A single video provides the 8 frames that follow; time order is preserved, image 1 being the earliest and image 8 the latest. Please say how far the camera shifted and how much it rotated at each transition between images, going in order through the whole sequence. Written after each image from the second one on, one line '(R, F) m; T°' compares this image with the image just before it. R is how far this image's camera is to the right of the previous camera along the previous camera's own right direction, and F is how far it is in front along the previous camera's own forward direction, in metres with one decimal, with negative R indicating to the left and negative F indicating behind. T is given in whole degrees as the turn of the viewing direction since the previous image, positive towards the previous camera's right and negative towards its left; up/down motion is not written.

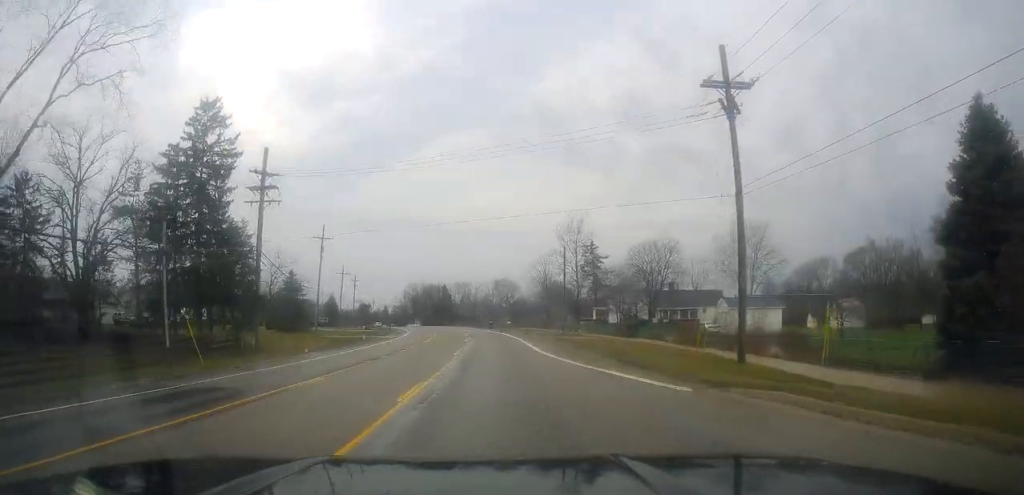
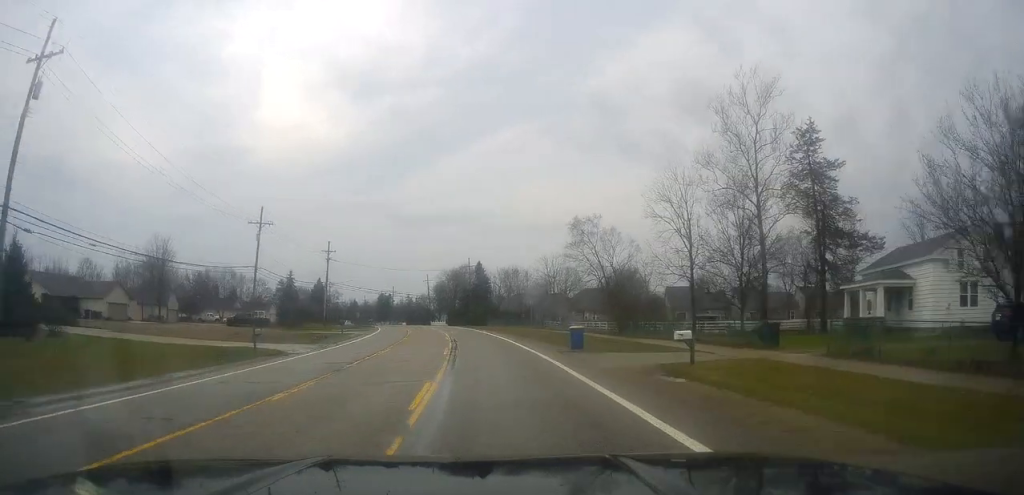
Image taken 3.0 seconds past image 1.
(-2.5, +63.7) m; -5°
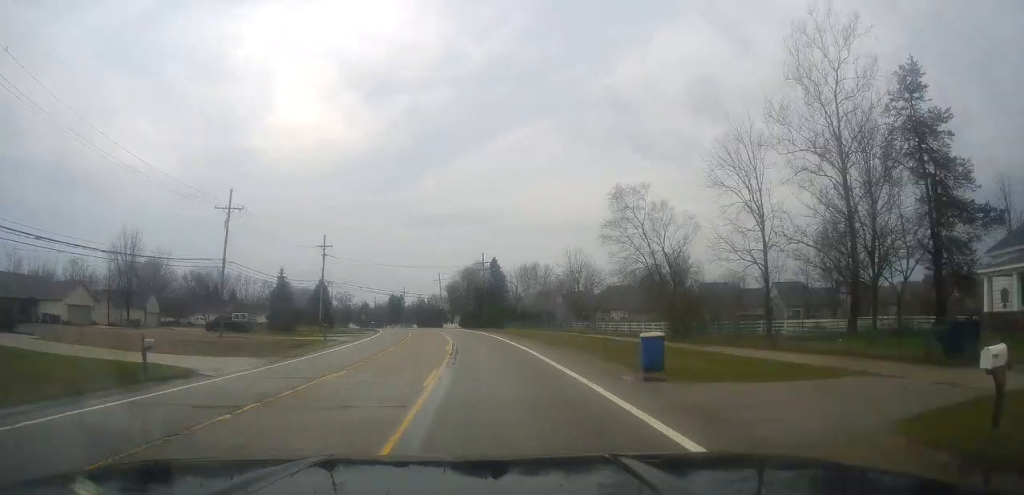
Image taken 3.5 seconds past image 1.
(-0.2, +11.3) m; -2°
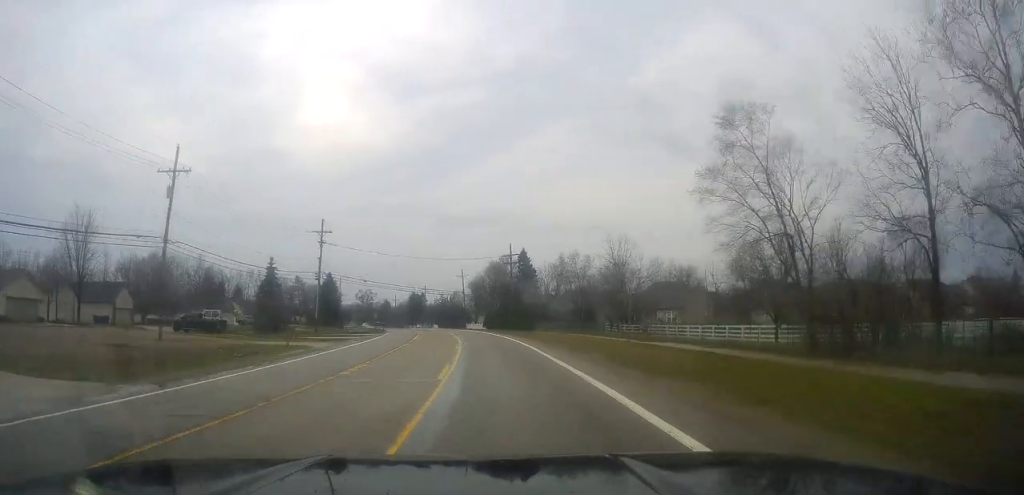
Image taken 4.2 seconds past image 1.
(-0.5, +14.0) m; -3°
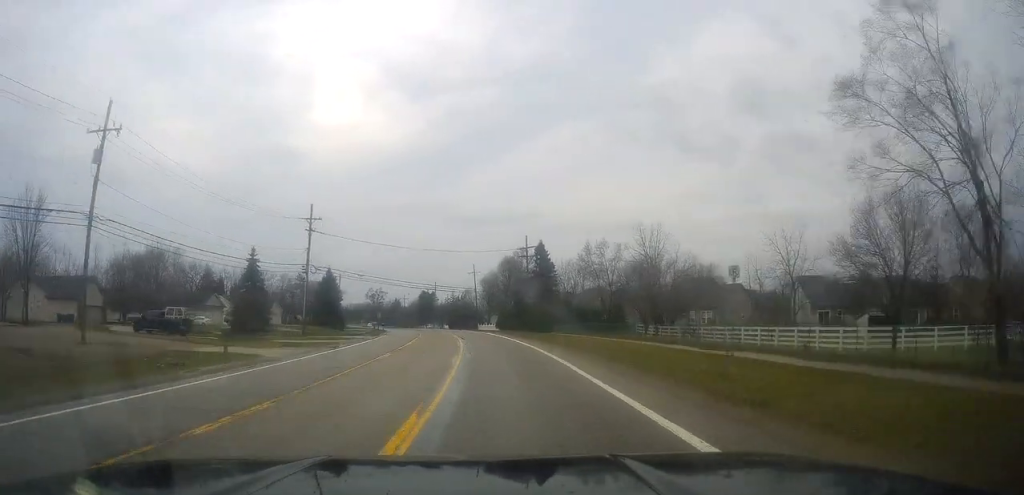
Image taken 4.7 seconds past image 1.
(-0.1, +10.0) m; -1°
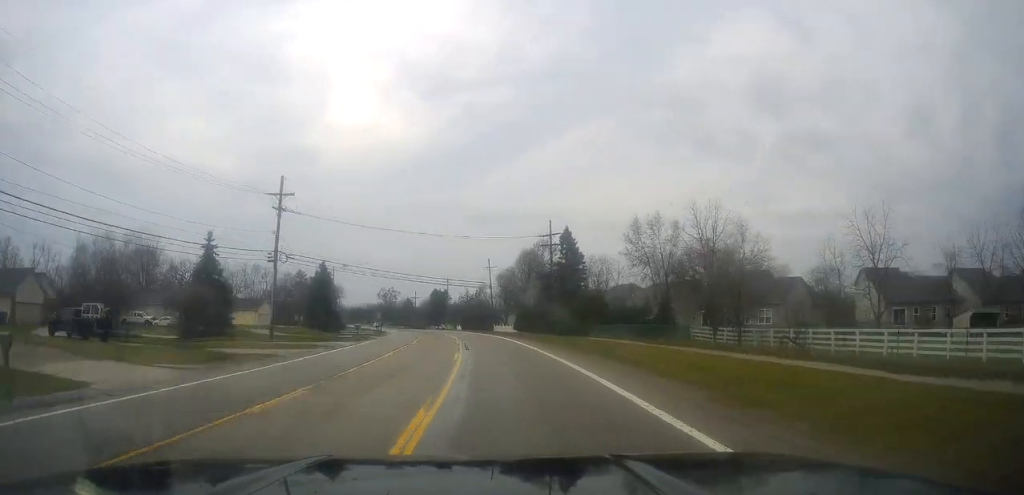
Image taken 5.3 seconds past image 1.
(-0.1, +14.3) m; -2°
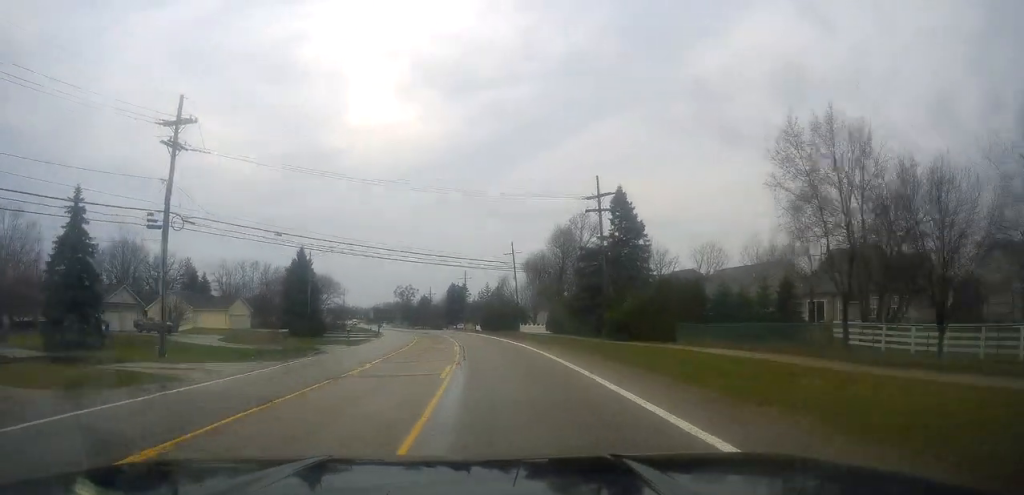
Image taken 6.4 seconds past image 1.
(-0.6, +21.8) m; -3°
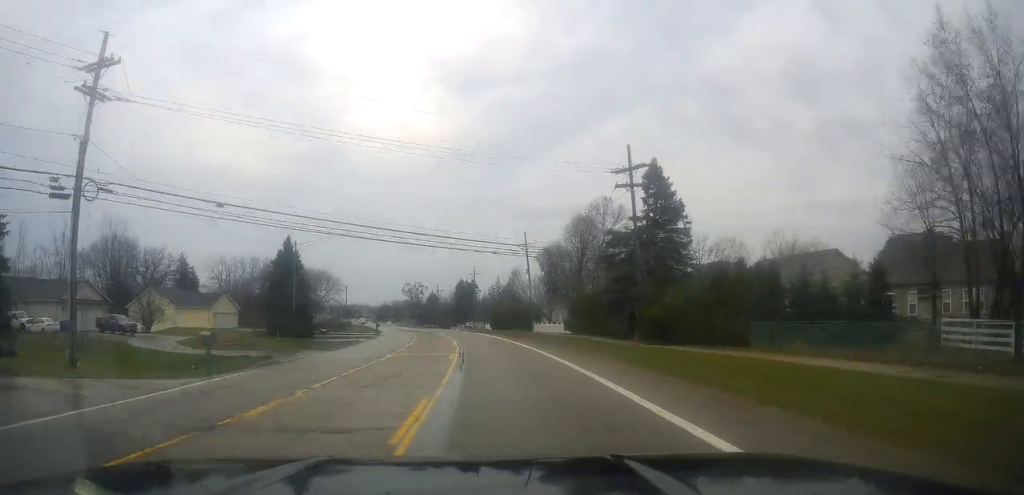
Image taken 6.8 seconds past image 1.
(-0.1, +9.0) m; -1°
